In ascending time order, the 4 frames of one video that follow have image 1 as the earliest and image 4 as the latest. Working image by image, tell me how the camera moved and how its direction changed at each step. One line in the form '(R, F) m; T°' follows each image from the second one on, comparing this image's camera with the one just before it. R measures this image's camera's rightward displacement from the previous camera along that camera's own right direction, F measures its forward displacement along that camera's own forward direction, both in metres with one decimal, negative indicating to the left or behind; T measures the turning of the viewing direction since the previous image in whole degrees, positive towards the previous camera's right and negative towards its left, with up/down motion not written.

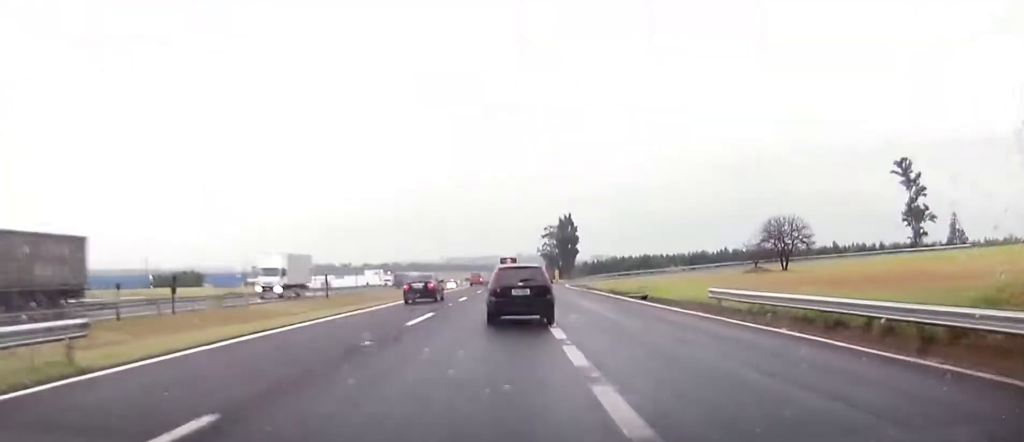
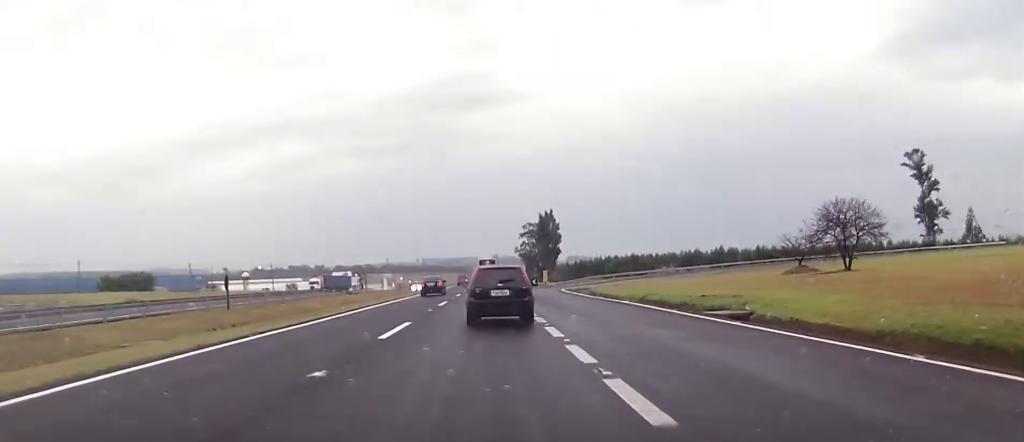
(0.0, +20.1) m; 0°
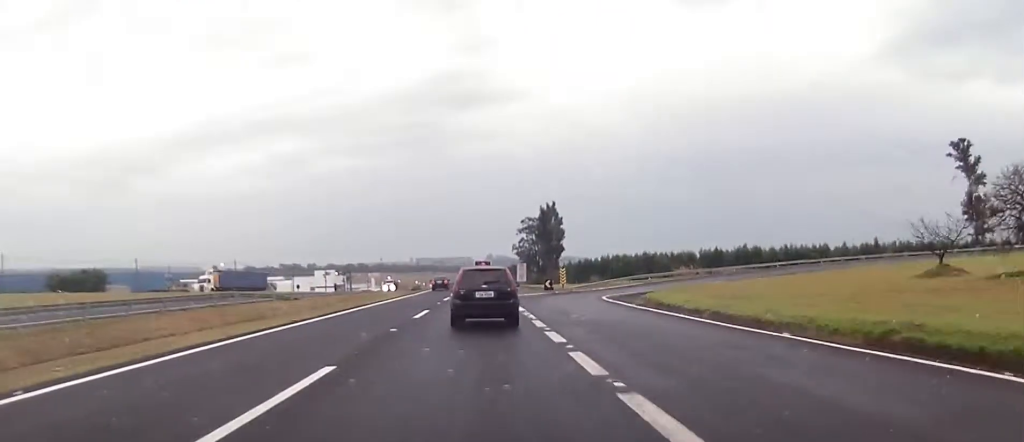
(+0.3, +25.7) m; +3°
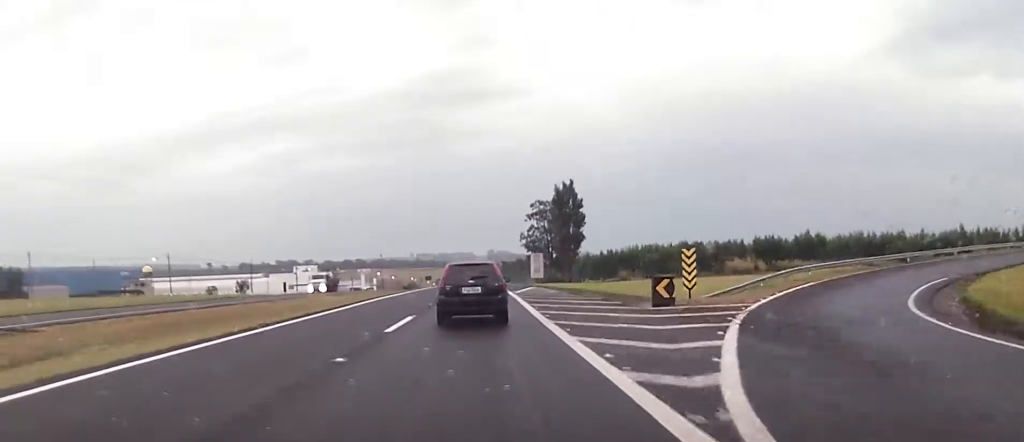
(-0.3, +39.3) m; -1°
